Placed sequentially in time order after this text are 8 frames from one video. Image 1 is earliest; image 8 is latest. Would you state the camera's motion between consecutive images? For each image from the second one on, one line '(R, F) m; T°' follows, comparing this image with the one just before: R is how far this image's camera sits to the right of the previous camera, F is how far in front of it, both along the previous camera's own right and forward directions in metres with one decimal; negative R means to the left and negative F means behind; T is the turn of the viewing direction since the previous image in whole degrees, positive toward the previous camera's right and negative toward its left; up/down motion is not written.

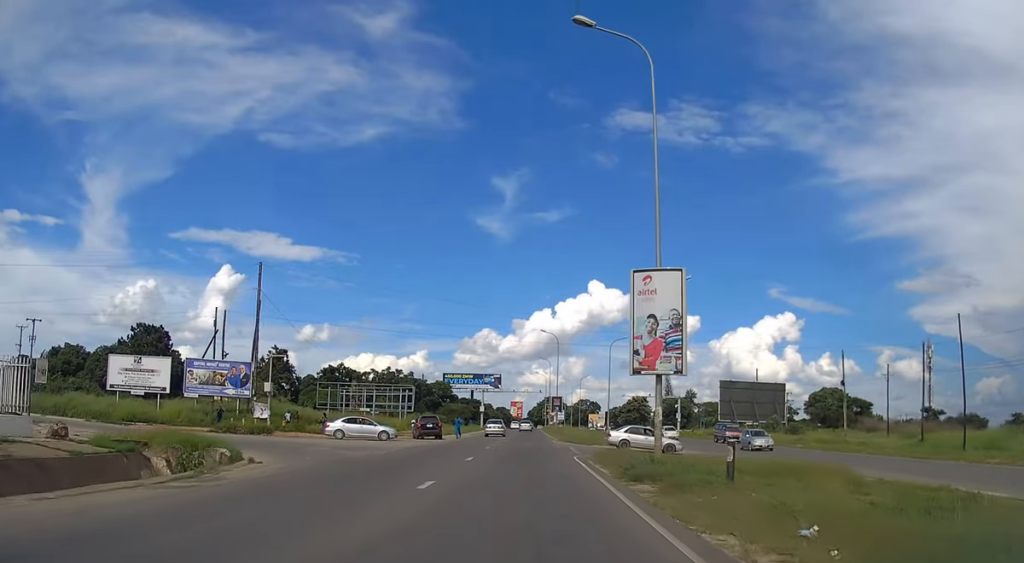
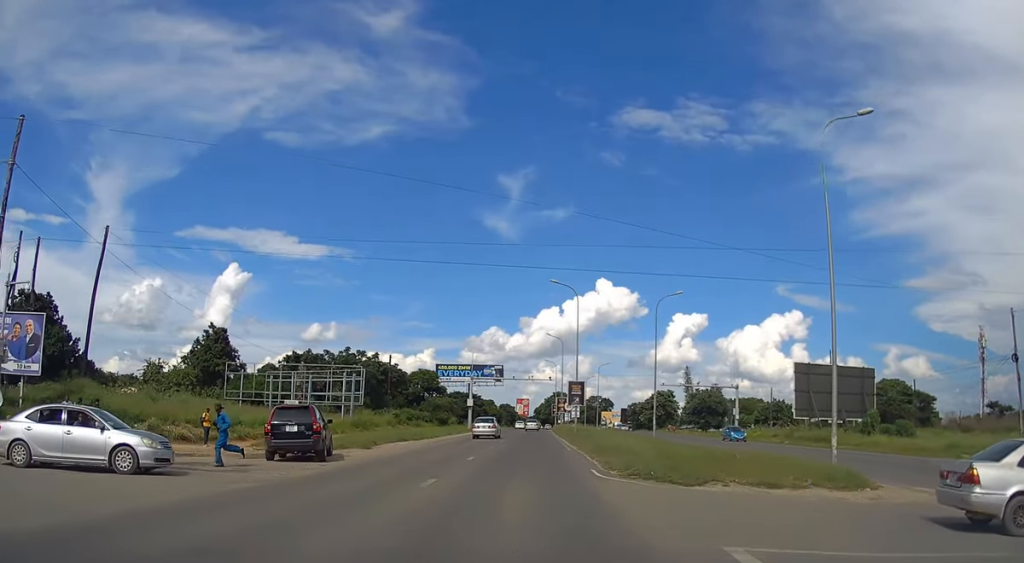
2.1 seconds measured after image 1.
(0.0, +30.1) m; 0°
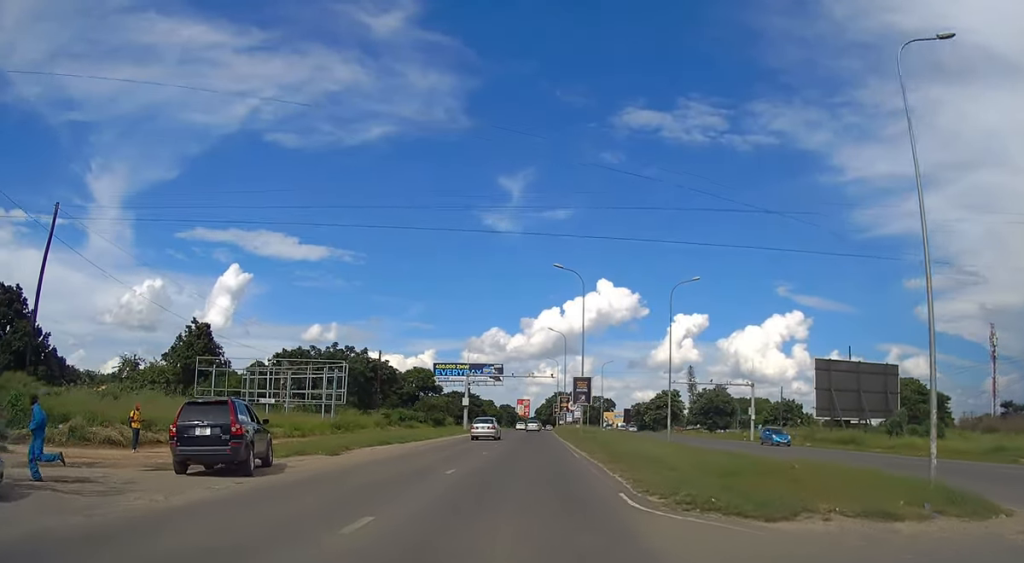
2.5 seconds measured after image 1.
(+0.1, +5.8) m; 0°
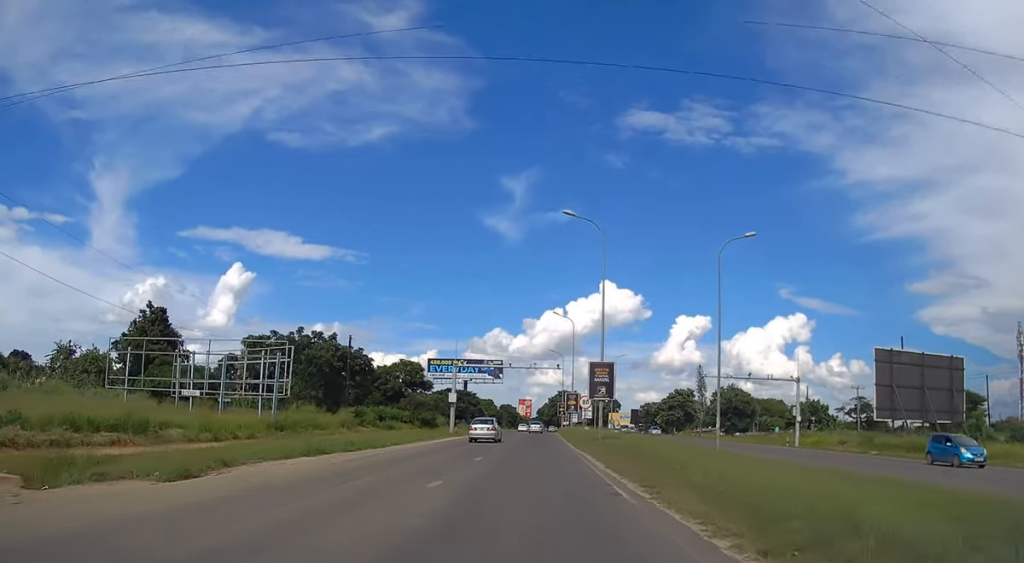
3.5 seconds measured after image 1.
(-0.1, +12.8) m; 0°
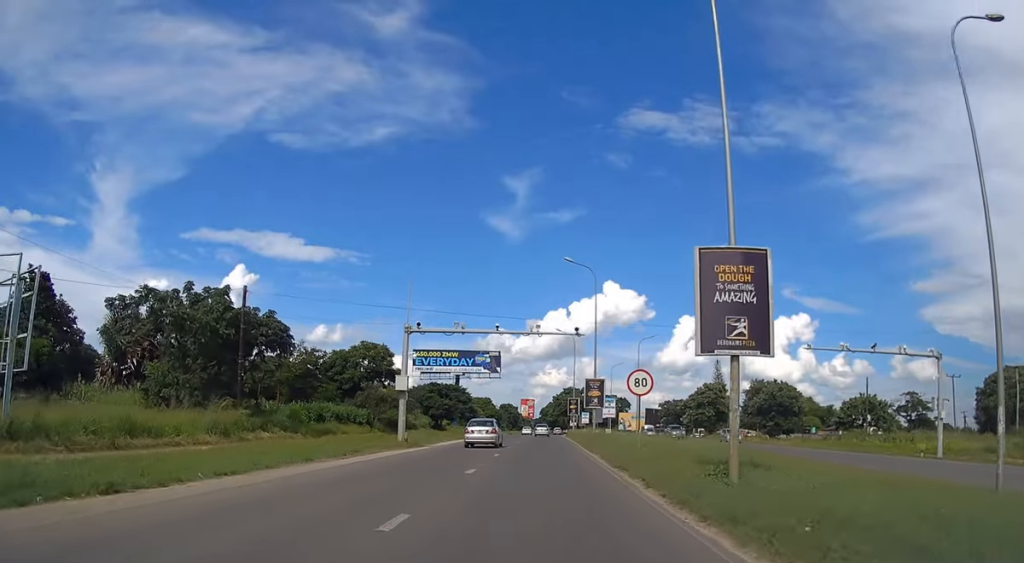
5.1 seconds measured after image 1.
(+0.1, +23.4) m; 0°
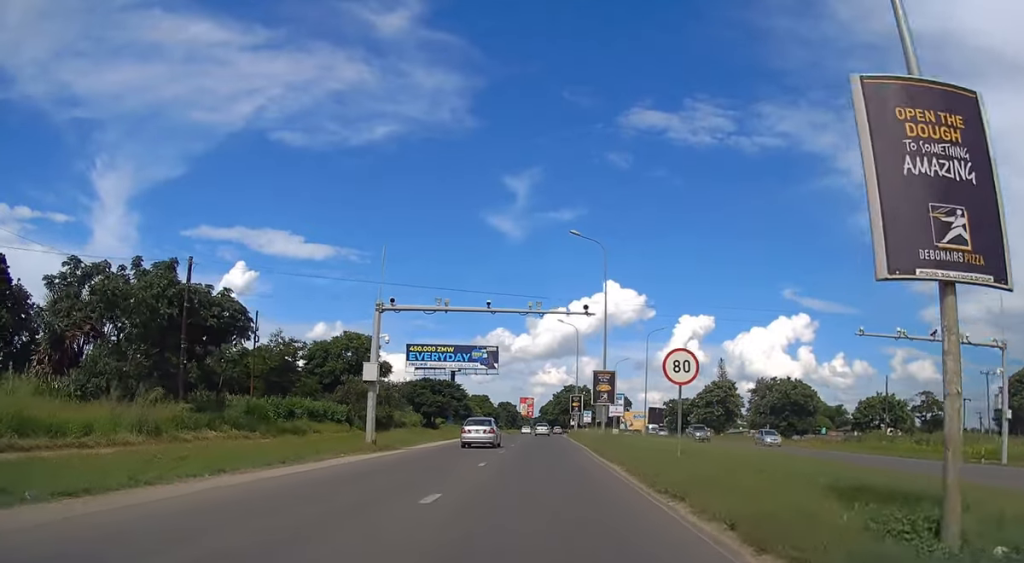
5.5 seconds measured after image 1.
(0.0, +6.6) m; 0°
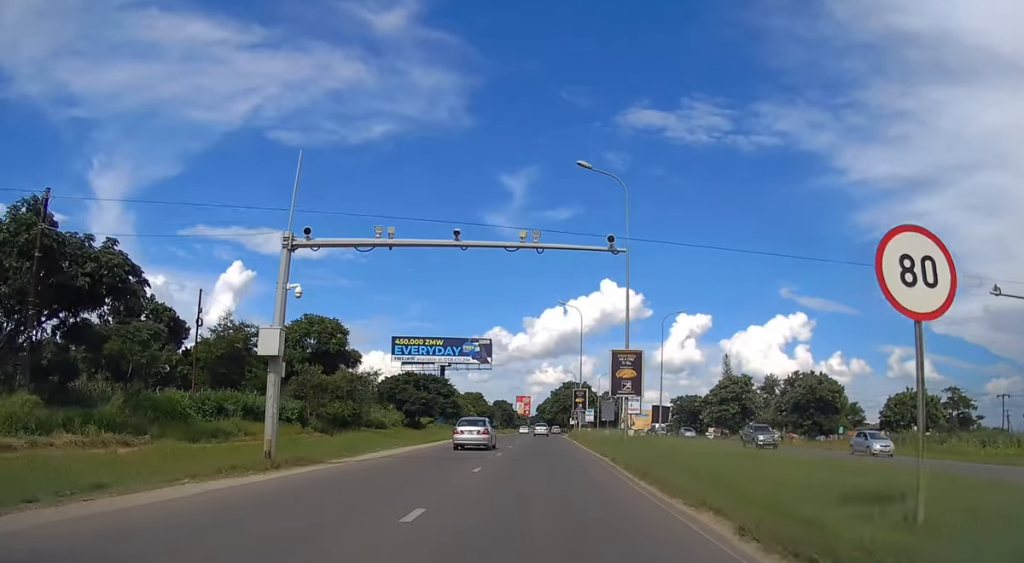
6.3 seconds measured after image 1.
(0.0, +11.0) m; 0°
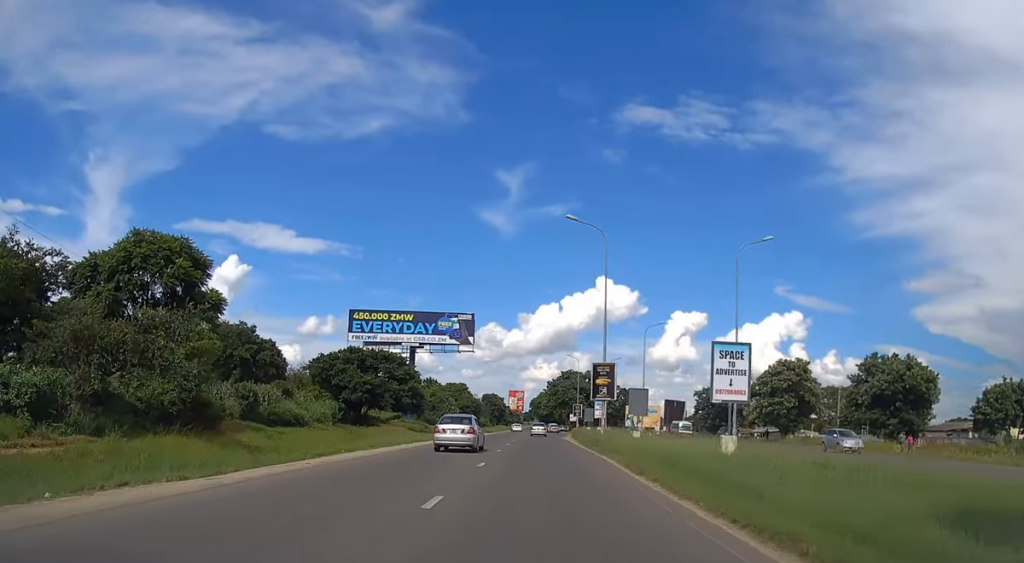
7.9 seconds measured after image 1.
(0.0, +25.8) m; 0°
